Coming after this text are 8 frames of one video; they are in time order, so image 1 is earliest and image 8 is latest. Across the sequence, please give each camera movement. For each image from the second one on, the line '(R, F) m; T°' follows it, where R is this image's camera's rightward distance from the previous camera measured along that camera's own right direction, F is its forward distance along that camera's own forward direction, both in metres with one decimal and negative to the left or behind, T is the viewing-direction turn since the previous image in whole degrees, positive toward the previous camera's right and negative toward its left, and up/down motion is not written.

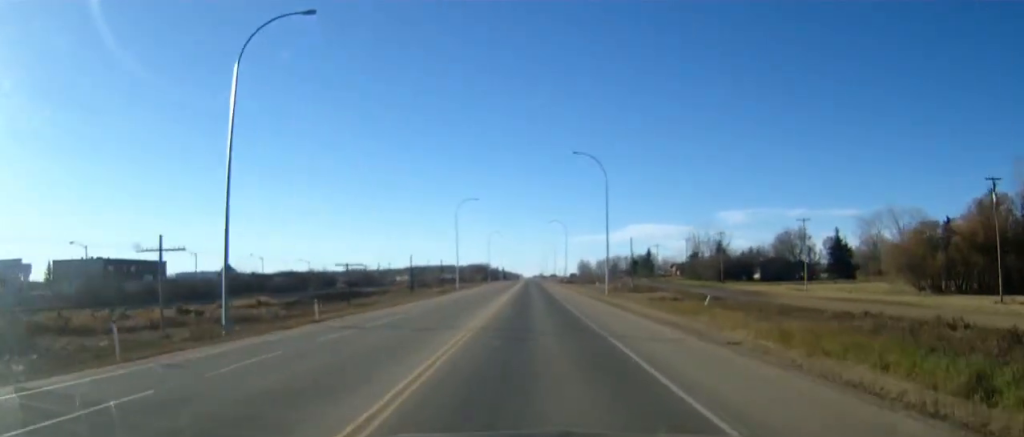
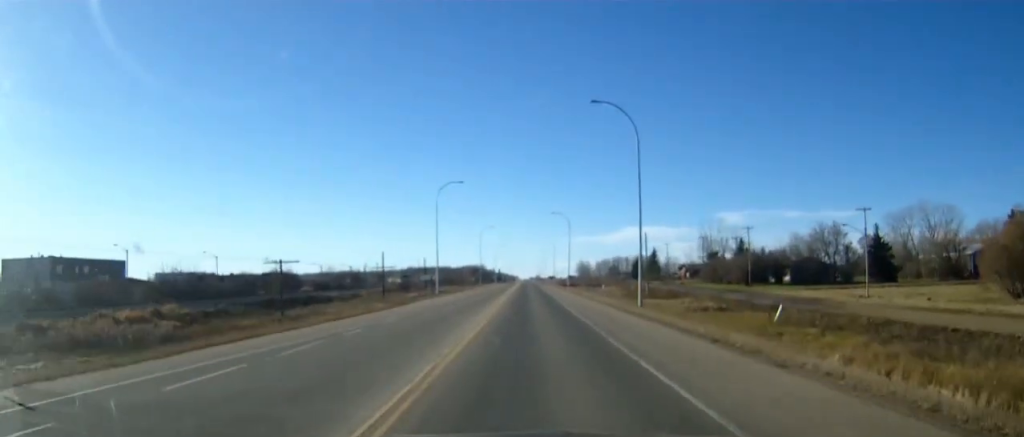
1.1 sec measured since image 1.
(0.0, +19.9) m; 0°
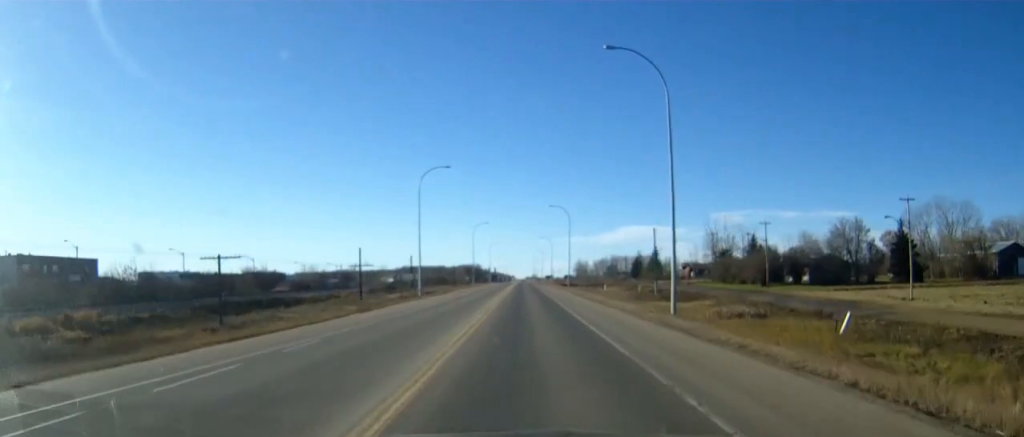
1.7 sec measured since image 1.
(0.0, +11.1) m; 0°
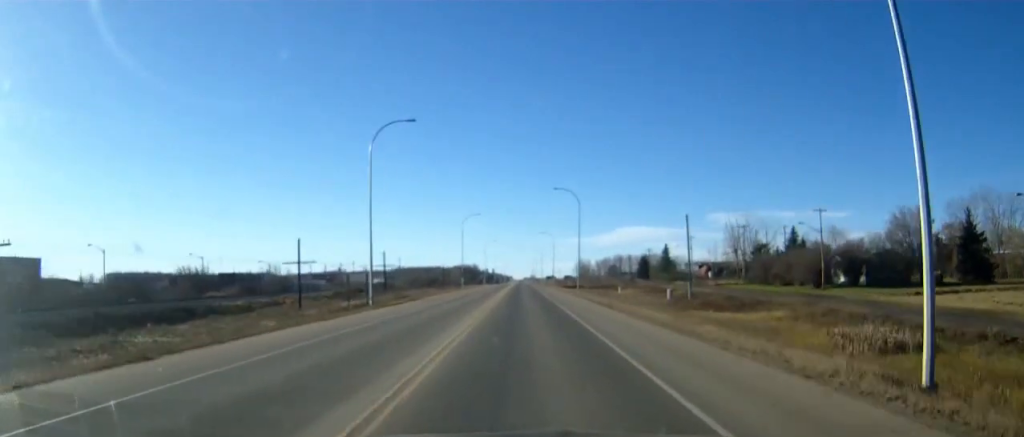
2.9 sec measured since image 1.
(+0.1, +22.6) m; 0°
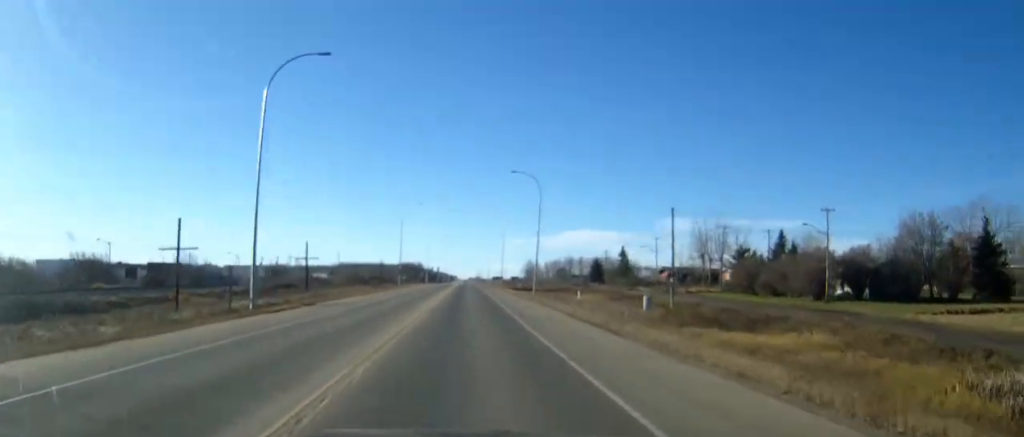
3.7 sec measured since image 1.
(0.0, +15.2) m; 0°
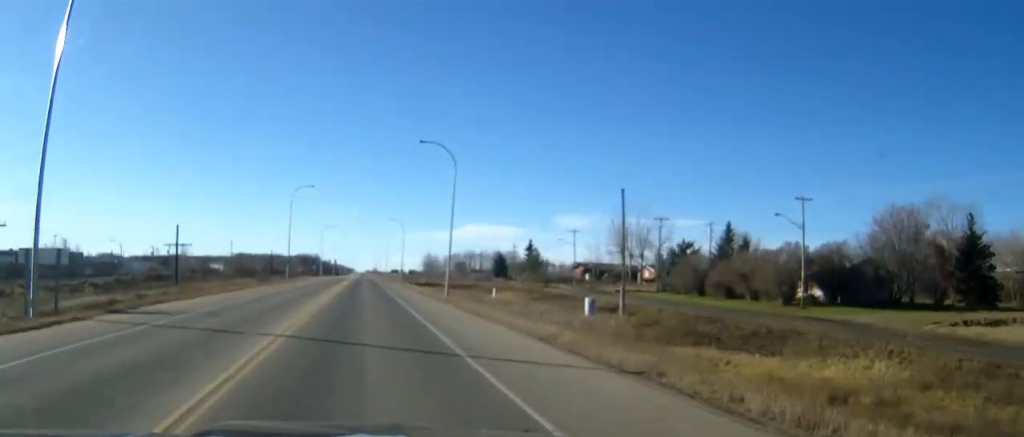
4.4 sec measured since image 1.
(0.0, +14.0) m; 0°
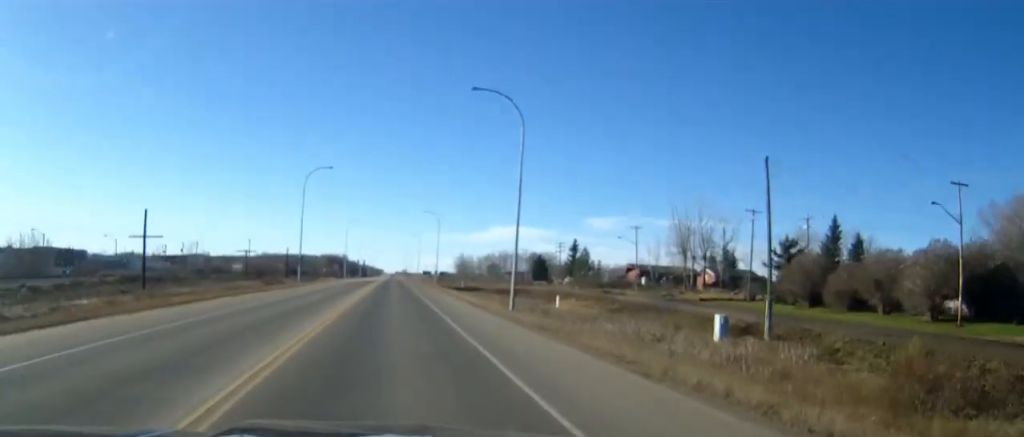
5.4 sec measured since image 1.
(0.0, +18.0) m; 0°
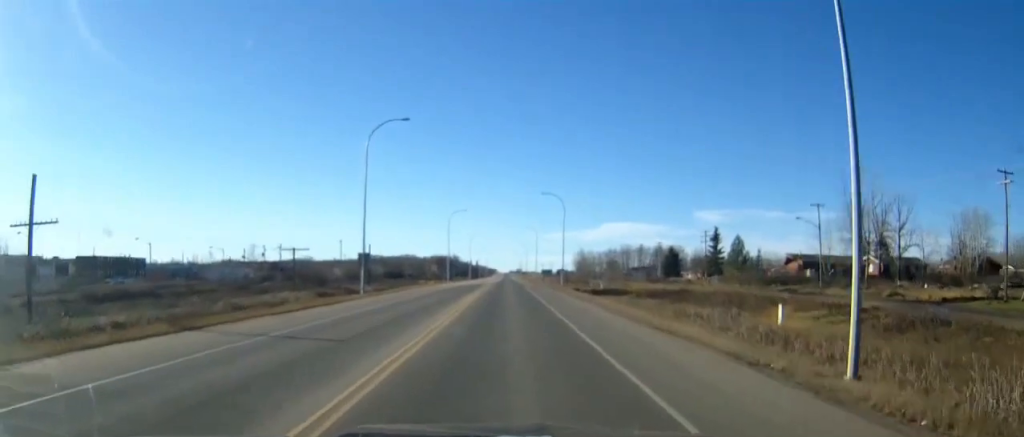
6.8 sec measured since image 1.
(0.0, +27.9) m; 0°
